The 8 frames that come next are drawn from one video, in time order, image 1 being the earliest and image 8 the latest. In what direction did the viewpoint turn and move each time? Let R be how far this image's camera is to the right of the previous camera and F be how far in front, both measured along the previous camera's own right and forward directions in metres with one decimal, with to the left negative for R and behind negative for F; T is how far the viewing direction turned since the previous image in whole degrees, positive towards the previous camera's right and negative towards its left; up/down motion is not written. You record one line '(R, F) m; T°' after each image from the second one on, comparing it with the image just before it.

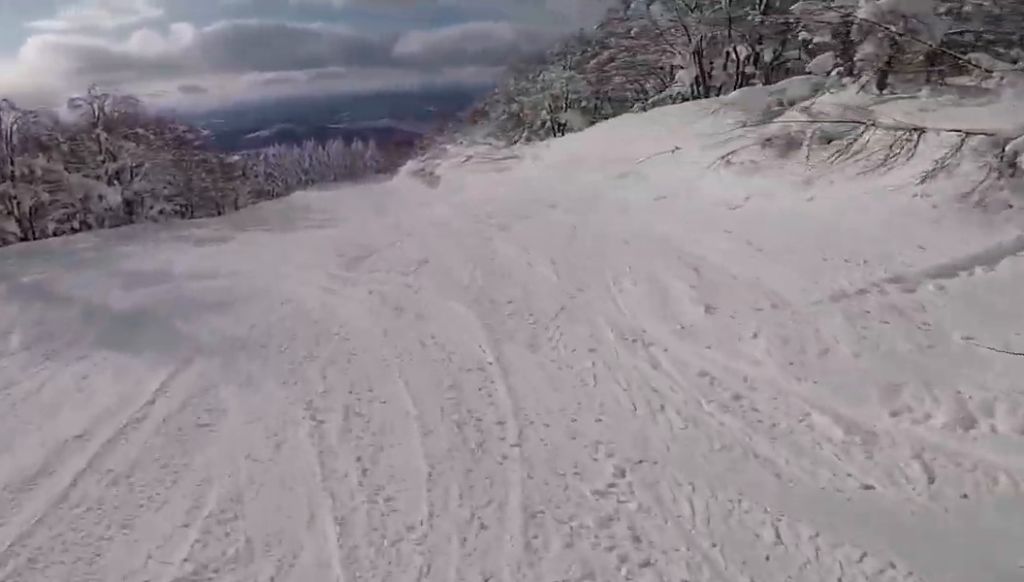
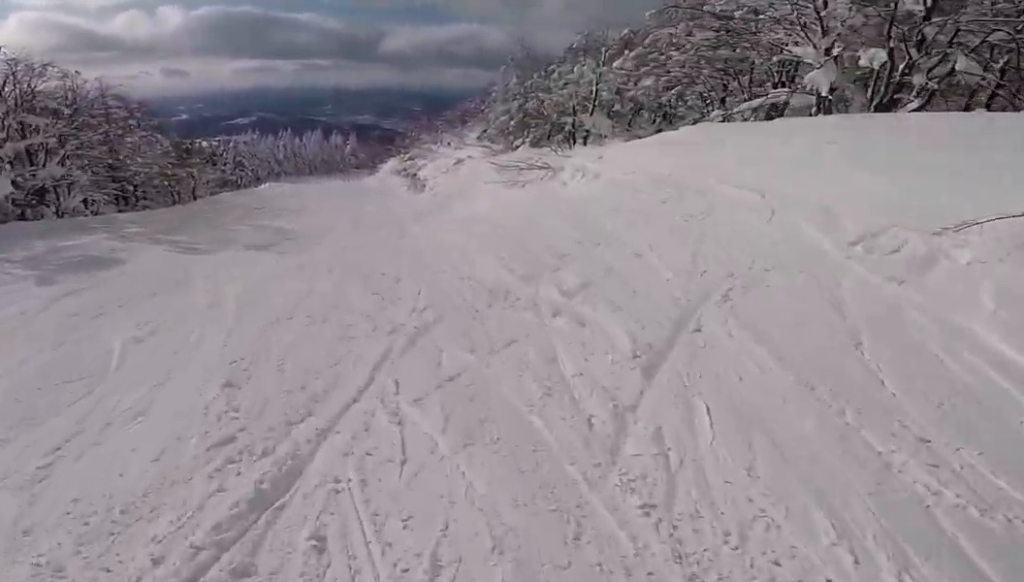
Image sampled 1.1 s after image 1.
(0.0, +8.0) m; 0°
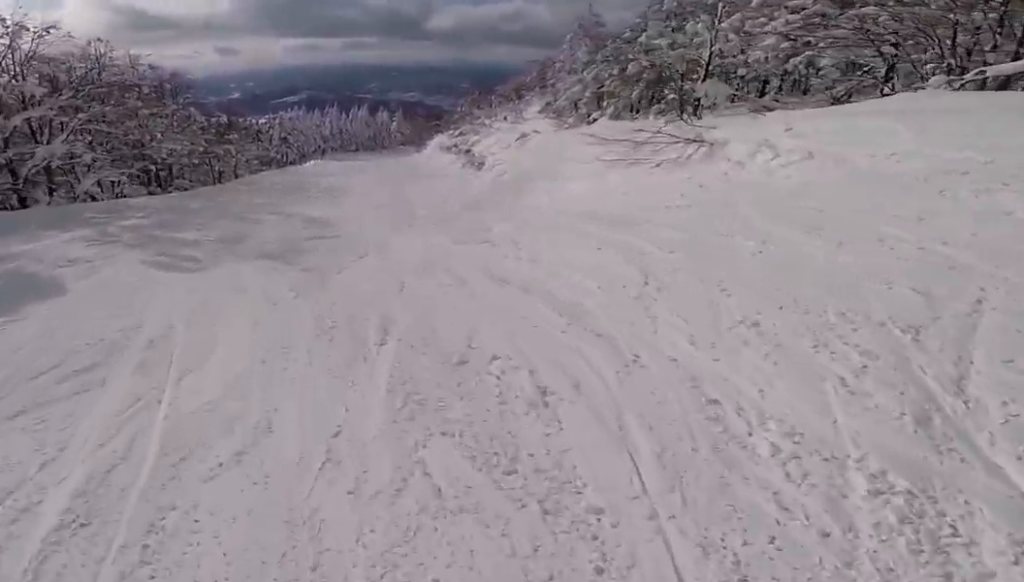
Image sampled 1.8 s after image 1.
(0.0, +5.9) m; 0°
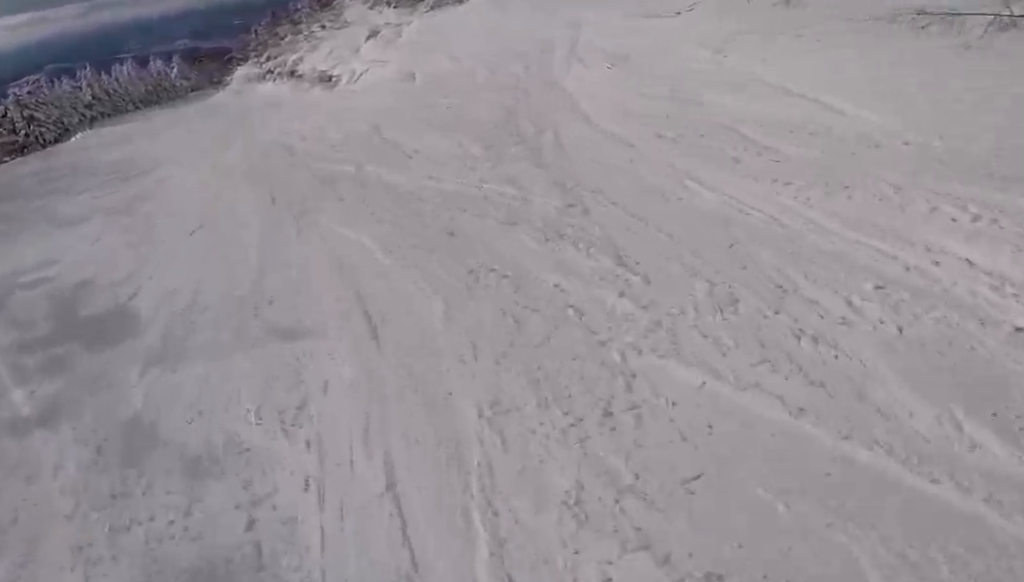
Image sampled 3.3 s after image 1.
(0.0, +12.4) m; 0°
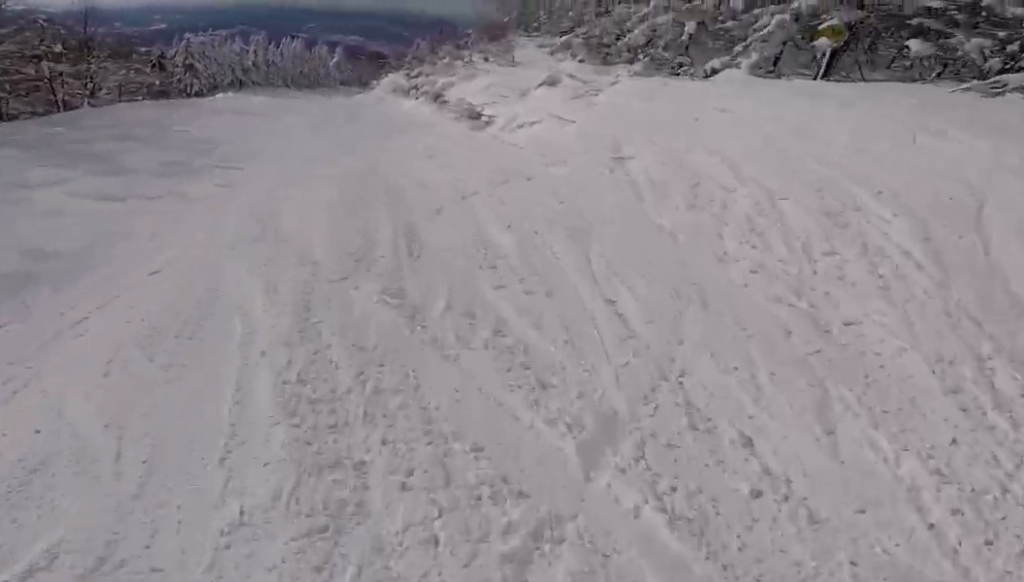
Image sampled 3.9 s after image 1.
(0.0, +6.1) m; -1°
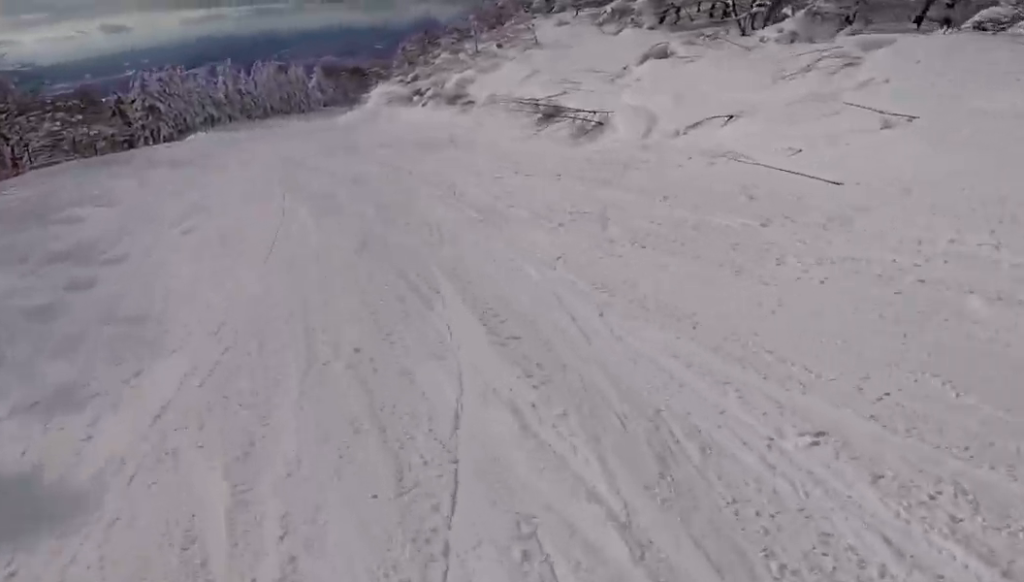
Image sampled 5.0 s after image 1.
(-0.2, +10.4) m; -7°
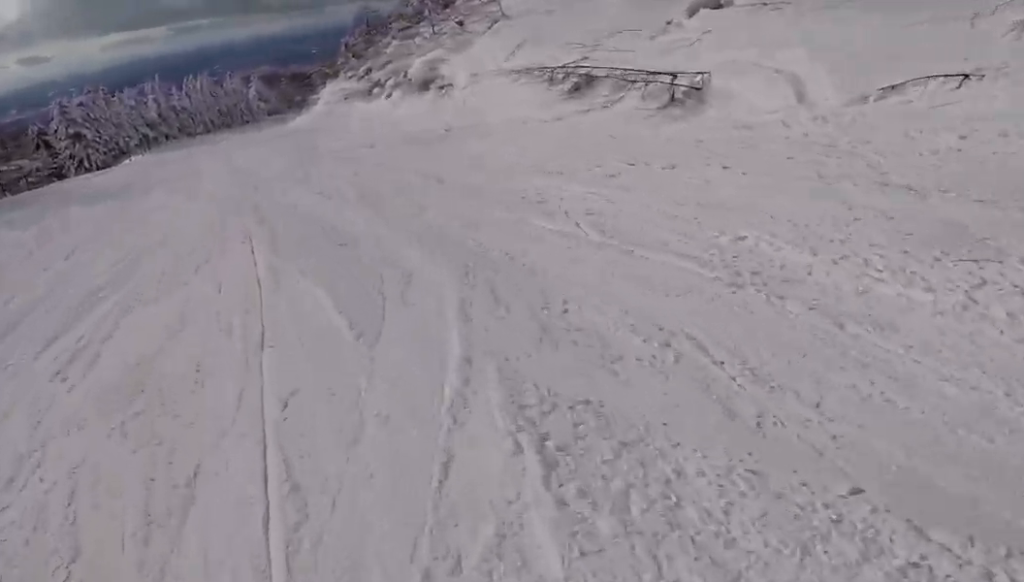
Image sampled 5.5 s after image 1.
(-0.5, +4.9) m; 0°
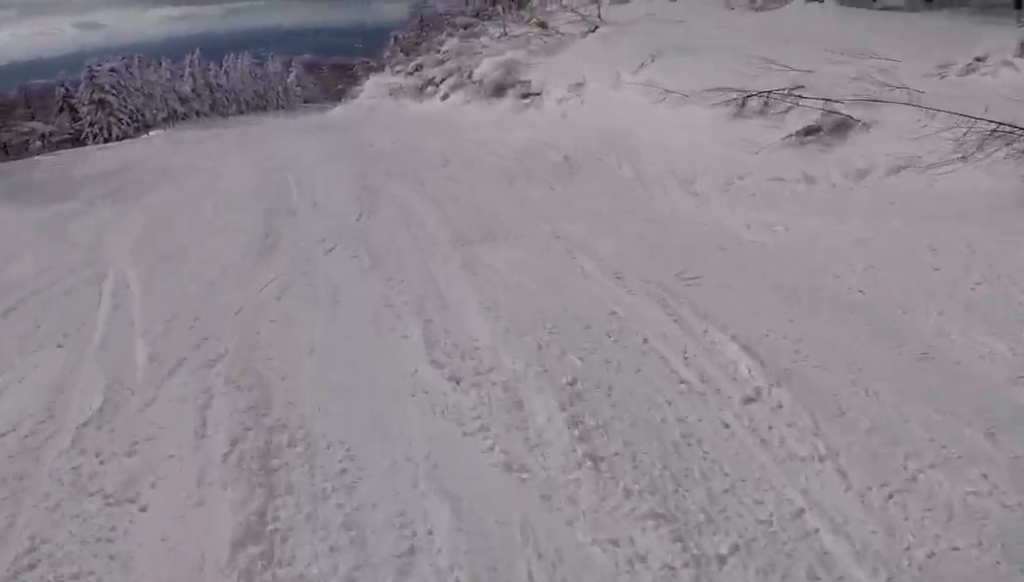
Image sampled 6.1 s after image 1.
(-0.4, +5.9) m; +1°
